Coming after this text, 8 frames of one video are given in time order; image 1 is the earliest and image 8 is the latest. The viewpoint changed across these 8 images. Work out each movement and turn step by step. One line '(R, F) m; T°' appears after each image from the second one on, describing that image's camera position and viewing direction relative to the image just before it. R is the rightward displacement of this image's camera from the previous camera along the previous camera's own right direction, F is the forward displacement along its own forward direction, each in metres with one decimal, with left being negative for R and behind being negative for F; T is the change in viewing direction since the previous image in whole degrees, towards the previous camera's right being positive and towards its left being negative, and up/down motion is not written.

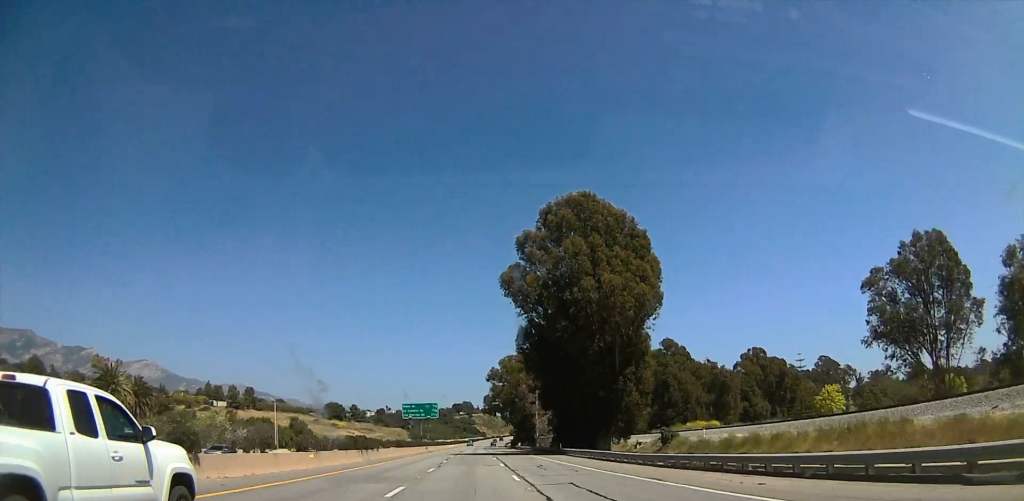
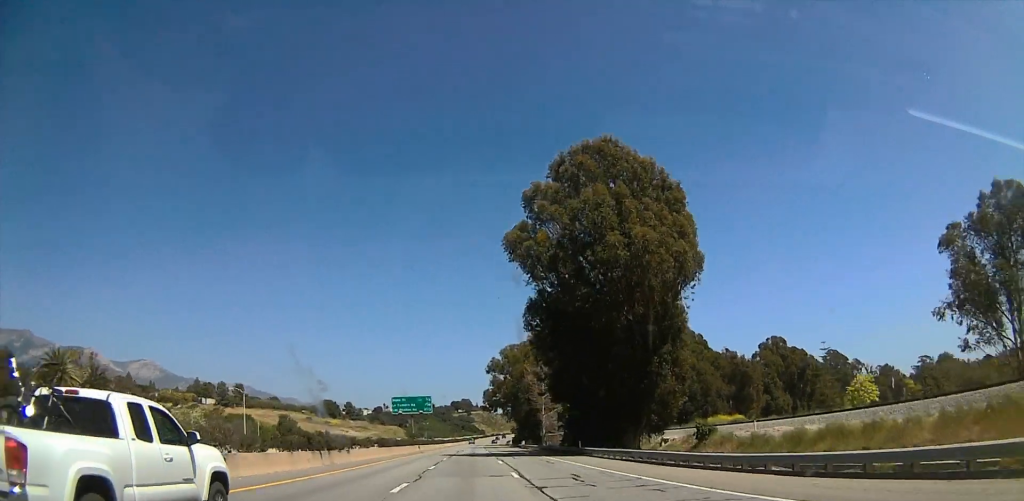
(+1.1, +13.1) m; -1°
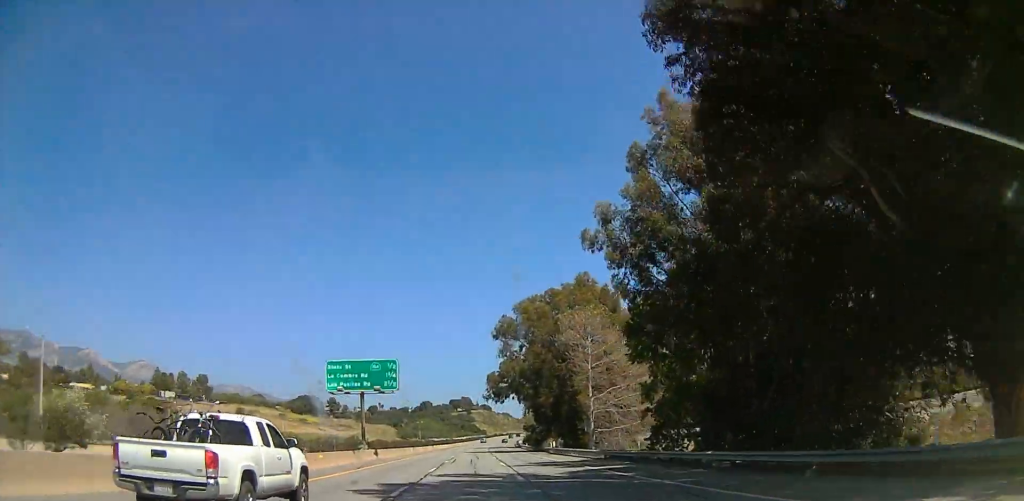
(-3.2, +41.6) m; -3°
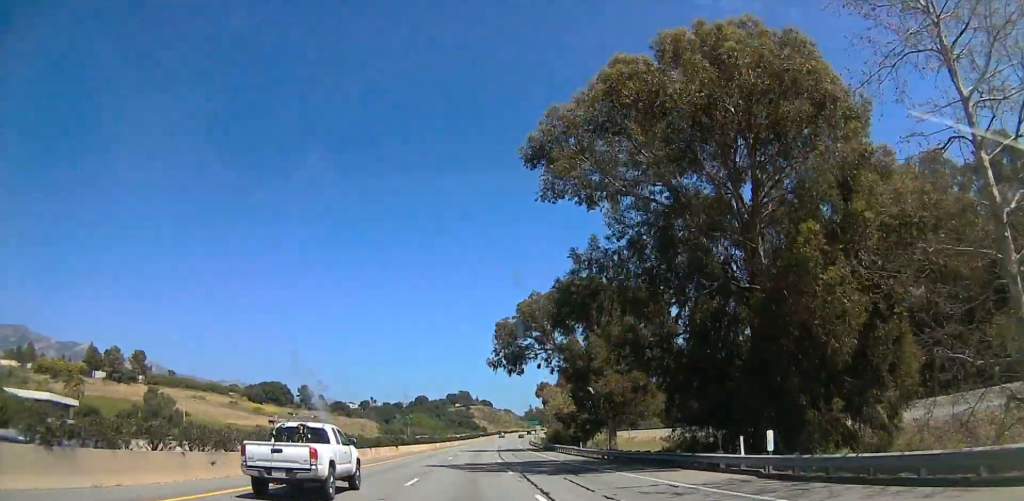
(+2.5, +56.5) m; +3°
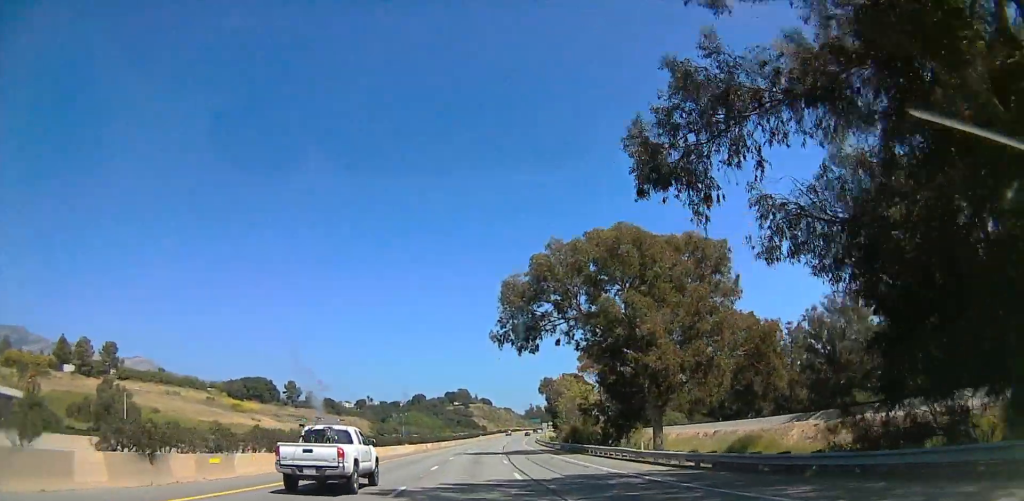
(+0.1, +17.6) m; 0°
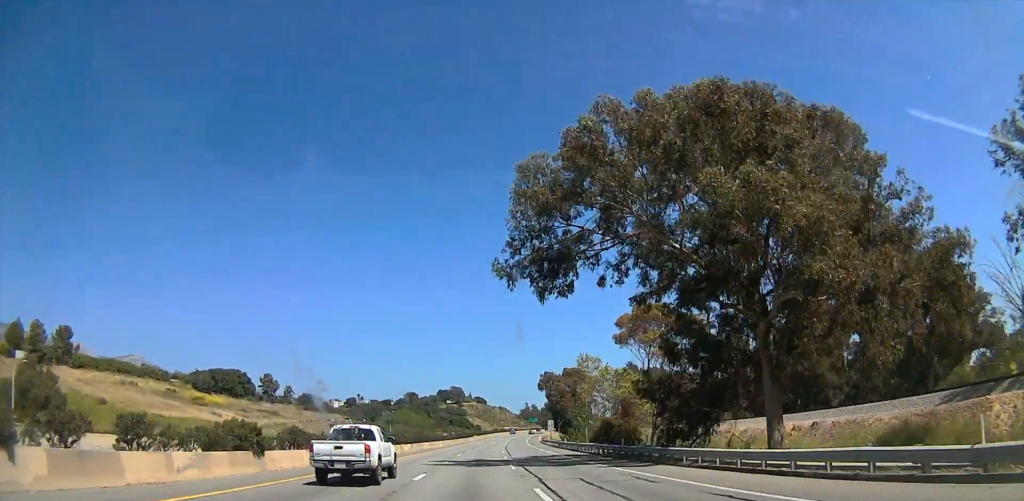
(-0.3, +19.2) m; -1°
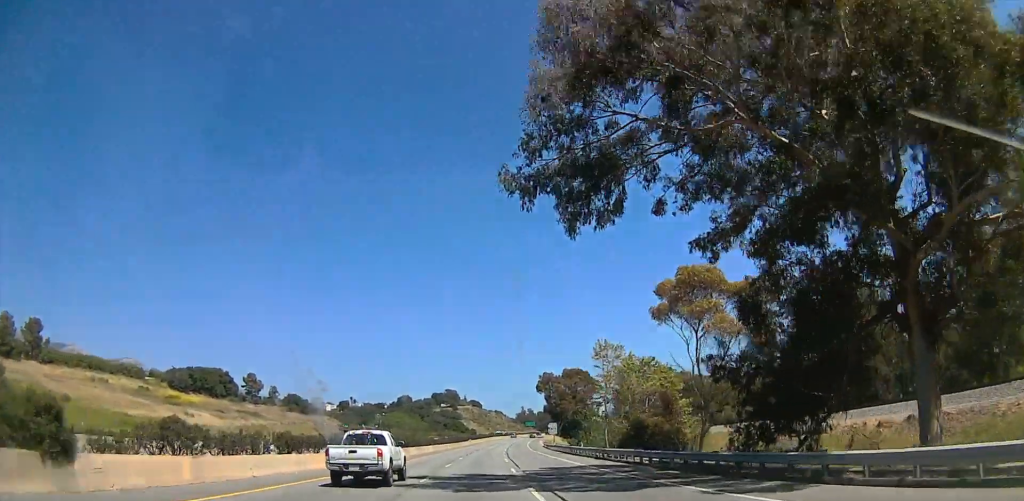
(-0.1, +10.3) m; 0°
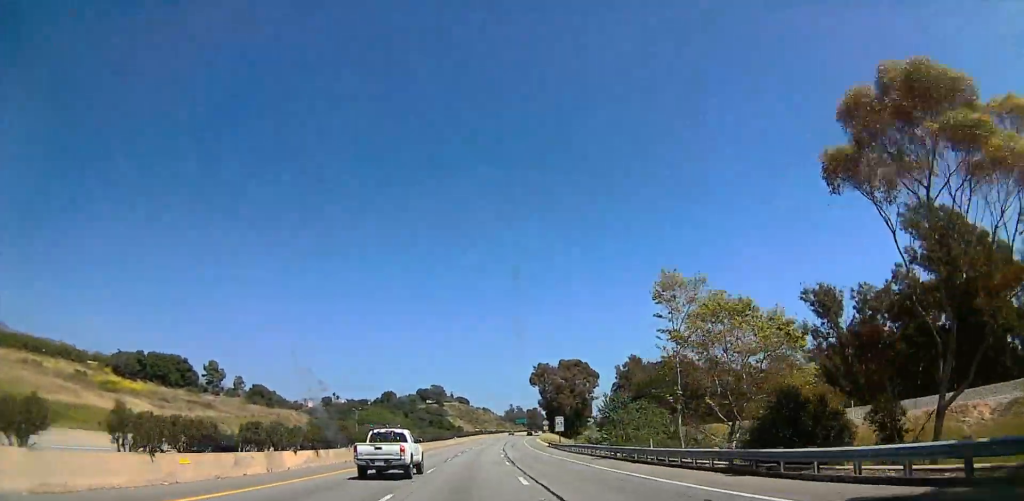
(-0.1, +19.2) m; 0°
